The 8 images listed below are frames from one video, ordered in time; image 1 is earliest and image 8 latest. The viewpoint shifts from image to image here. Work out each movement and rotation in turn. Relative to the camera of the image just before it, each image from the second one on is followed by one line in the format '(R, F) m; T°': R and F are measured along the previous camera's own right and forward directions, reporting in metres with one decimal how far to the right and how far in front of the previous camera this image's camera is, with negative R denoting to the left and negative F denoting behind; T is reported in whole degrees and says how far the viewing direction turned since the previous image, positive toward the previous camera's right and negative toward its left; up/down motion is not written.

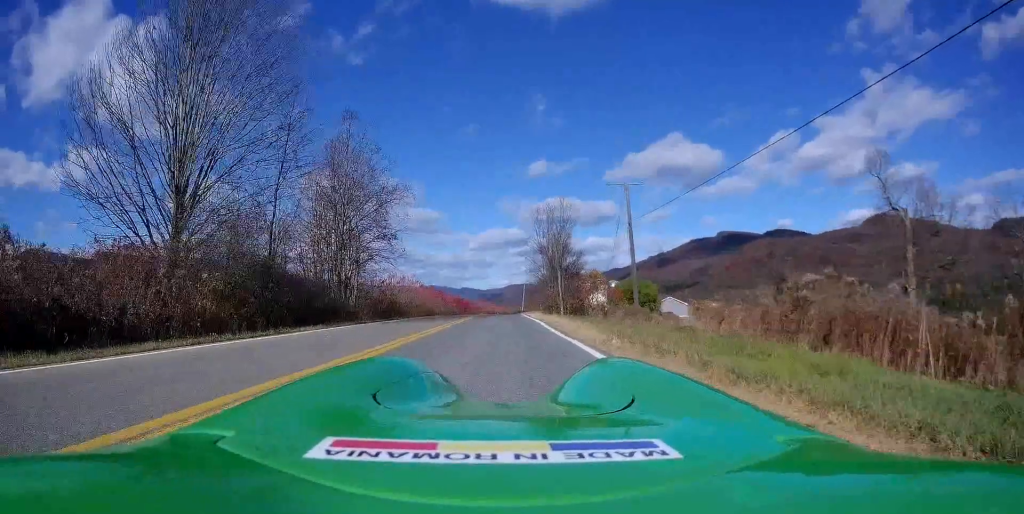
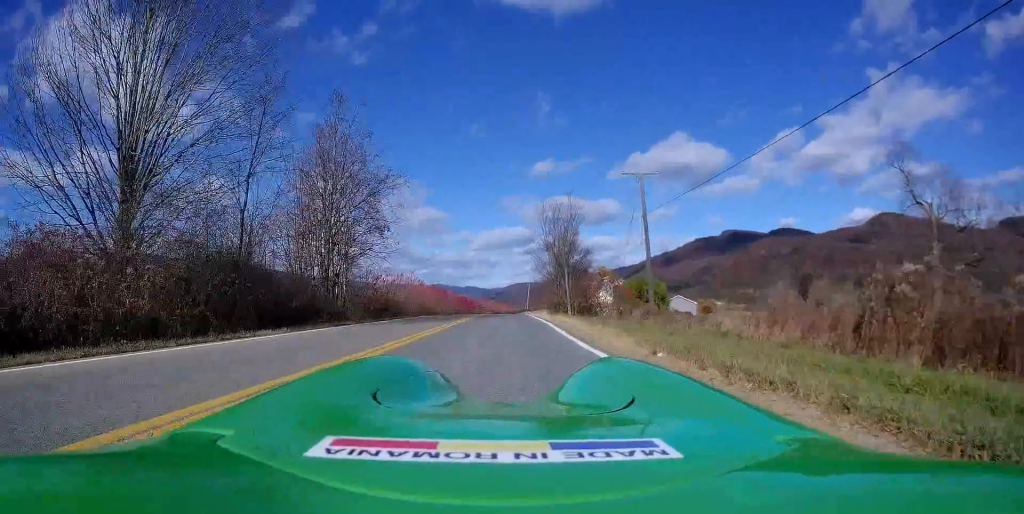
(-0.1, +3.2) m; -2°
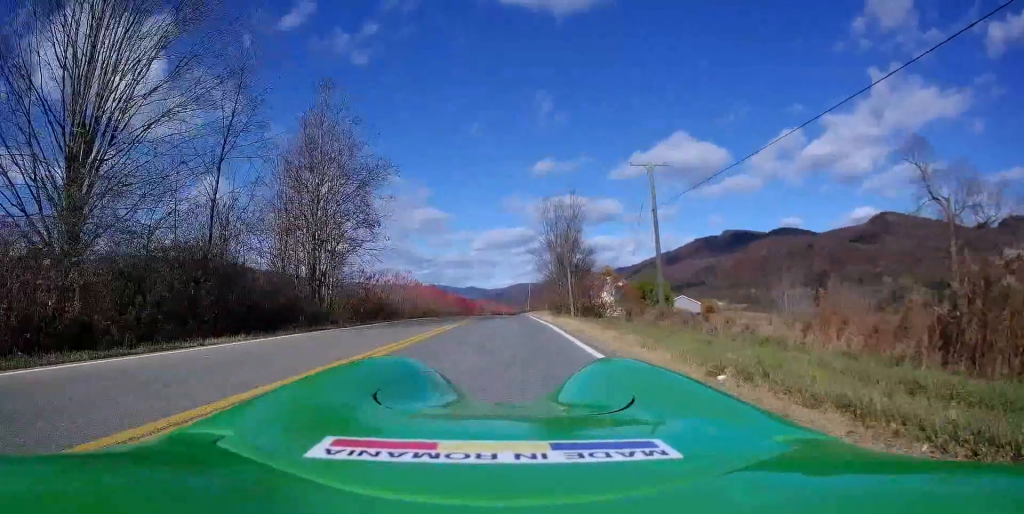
(0.0, +2.2) m; 0°
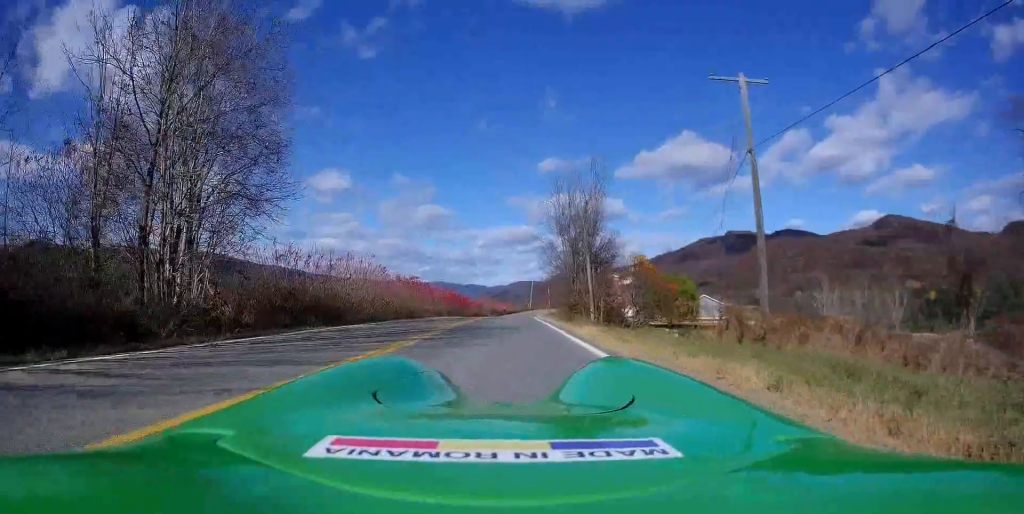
(+1.4, +14.3) m; +6°
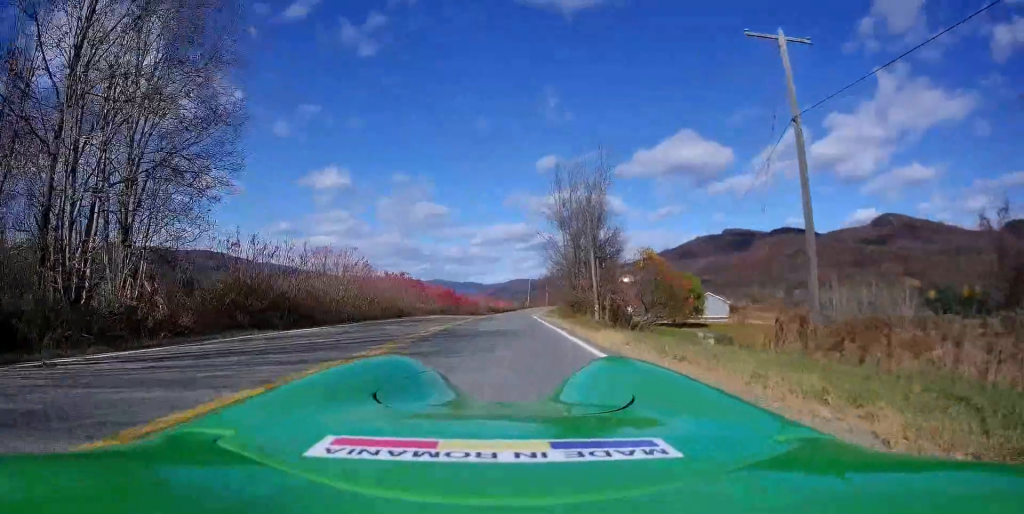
(-0.1, +3.8) m; -1°
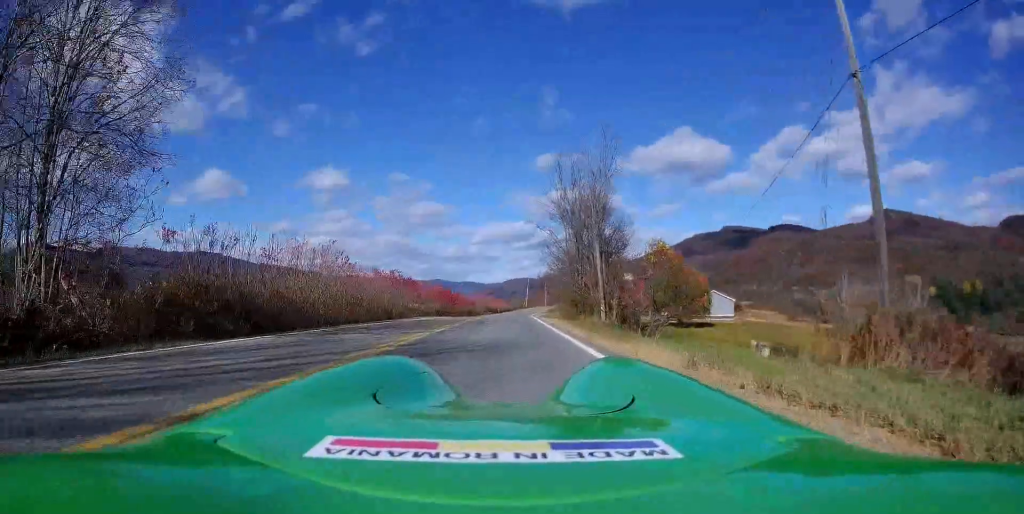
(-0.2, +3.8) m; +1°
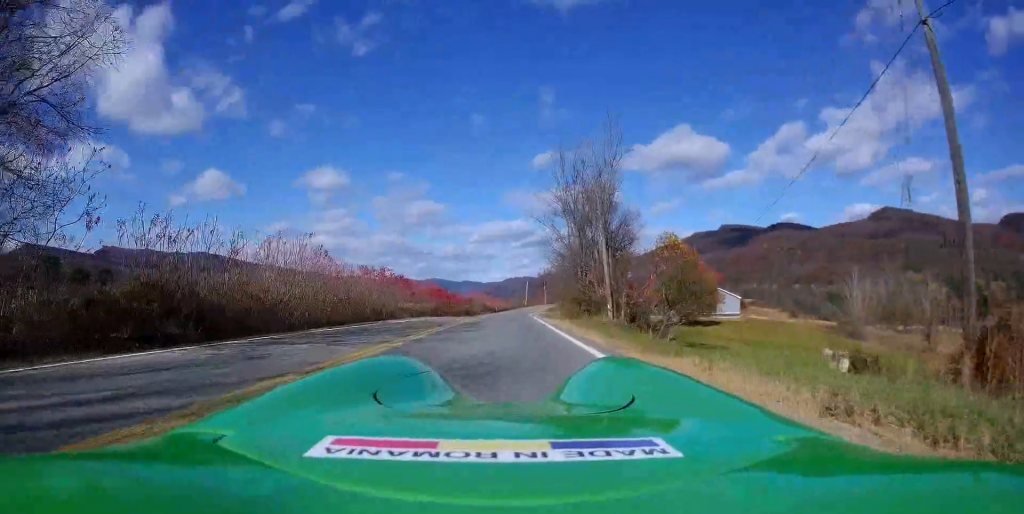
(+0.2, +3.3) m; +3°
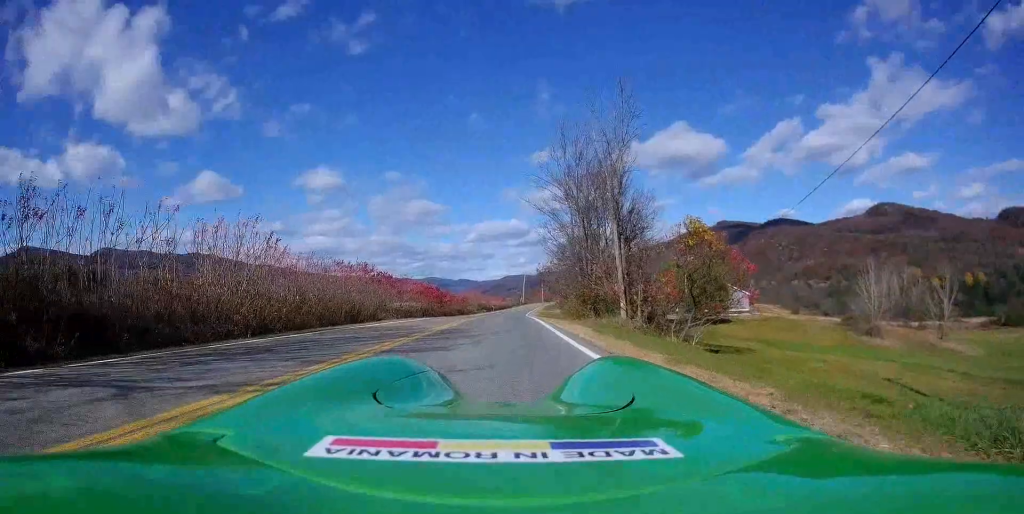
(+0.1, +5.5) m; +1°
